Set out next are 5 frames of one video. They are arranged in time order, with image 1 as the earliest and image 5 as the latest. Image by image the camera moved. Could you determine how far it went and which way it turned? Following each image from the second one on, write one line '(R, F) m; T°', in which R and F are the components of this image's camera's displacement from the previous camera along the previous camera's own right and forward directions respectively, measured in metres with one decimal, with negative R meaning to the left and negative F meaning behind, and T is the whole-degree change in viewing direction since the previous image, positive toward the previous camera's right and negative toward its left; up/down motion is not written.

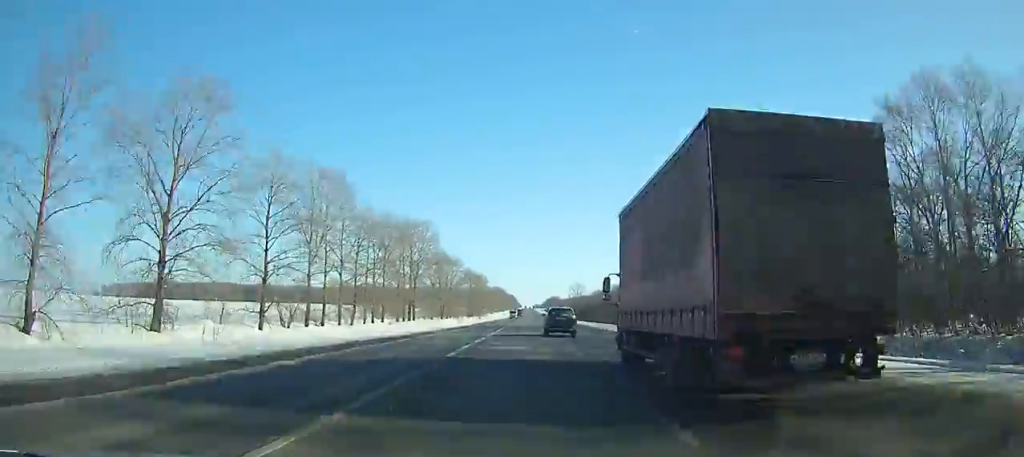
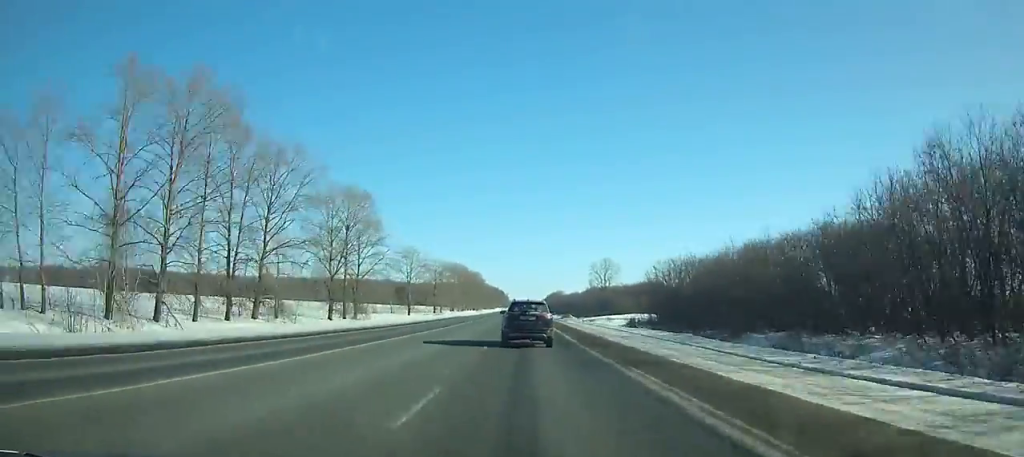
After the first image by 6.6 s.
(+3.5, +195.7) m; +2°
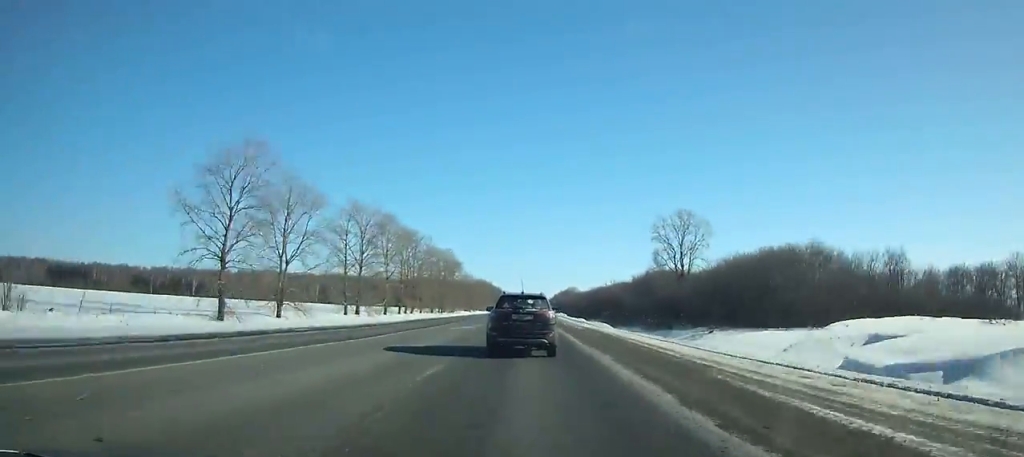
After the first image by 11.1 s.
(-0.3, +129.1) m; 0°
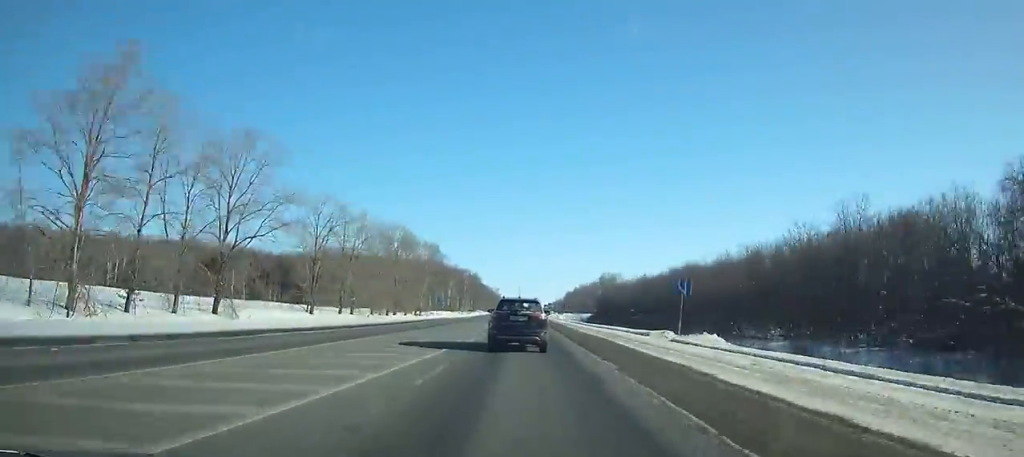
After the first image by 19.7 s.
(-1.6, +230.2) m; -1°
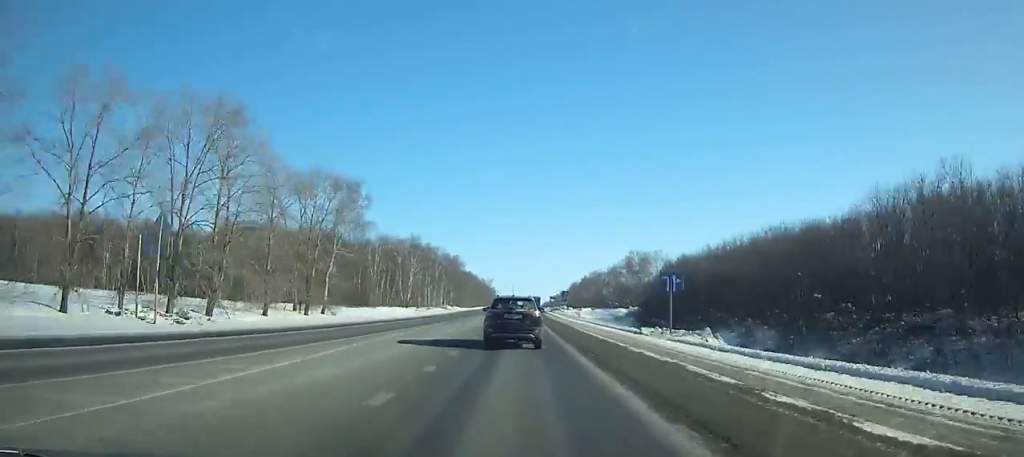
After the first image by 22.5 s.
(0.0, +72.2) m; 0°
